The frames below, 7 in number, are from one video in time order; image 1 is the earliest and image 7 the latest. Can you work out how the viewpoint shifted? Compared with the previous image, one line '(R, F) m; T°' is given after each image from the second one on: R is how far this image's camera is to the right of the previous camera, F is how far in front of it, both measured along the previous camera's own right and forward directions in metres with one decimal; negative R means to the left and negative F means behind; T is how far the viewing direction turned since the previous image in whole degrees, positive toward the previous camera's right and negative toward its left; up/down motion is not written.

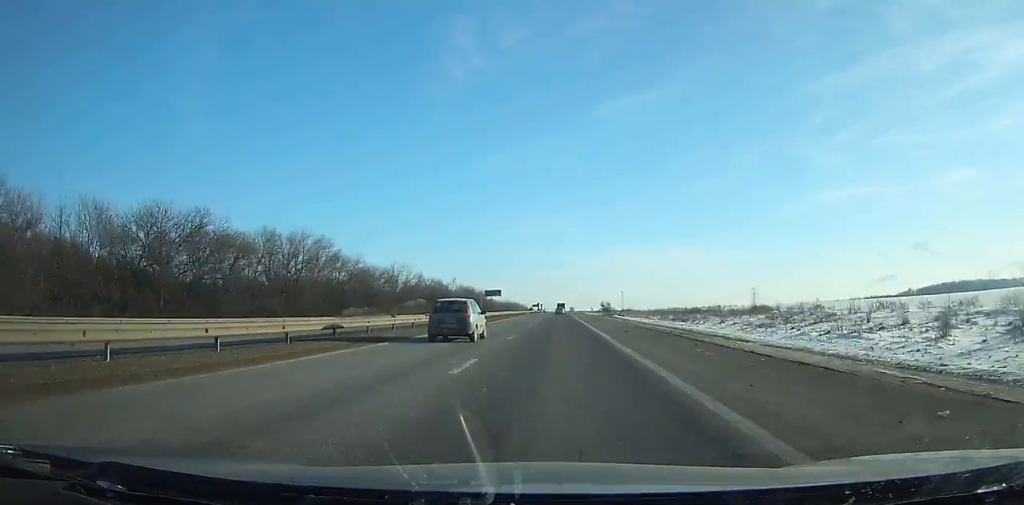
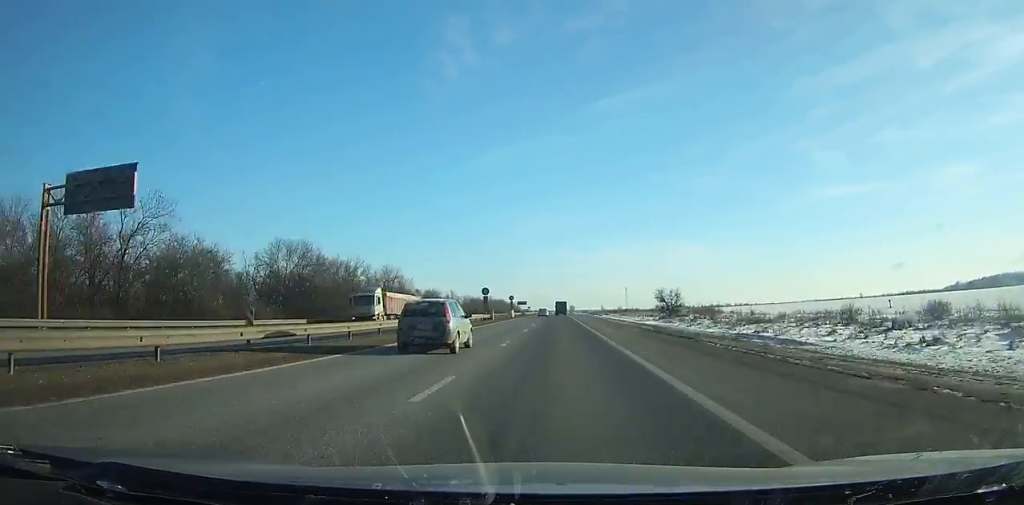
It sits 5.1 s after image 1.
(-0.4, +158.1) m; 0°
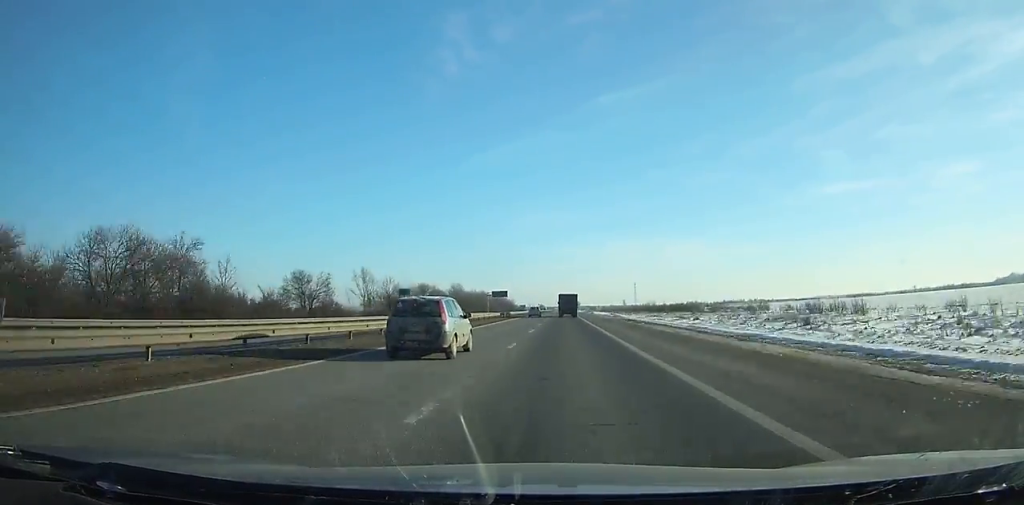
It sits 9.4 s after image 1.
(-0.2, +132.7) m; -1°
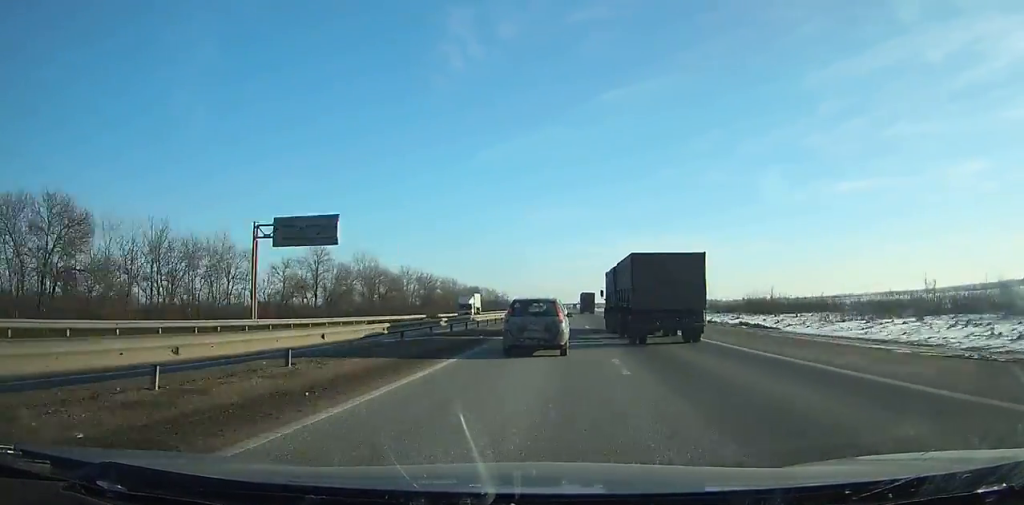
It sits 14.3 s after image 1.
(-1.2, +150.3) m; 0°
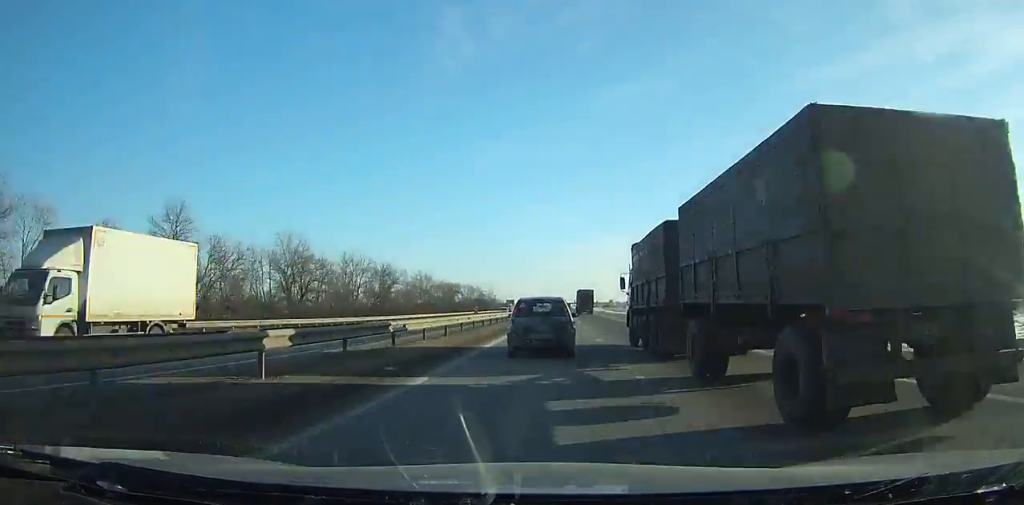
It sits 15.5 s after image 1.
(+0.2, +36.5) m; 0°
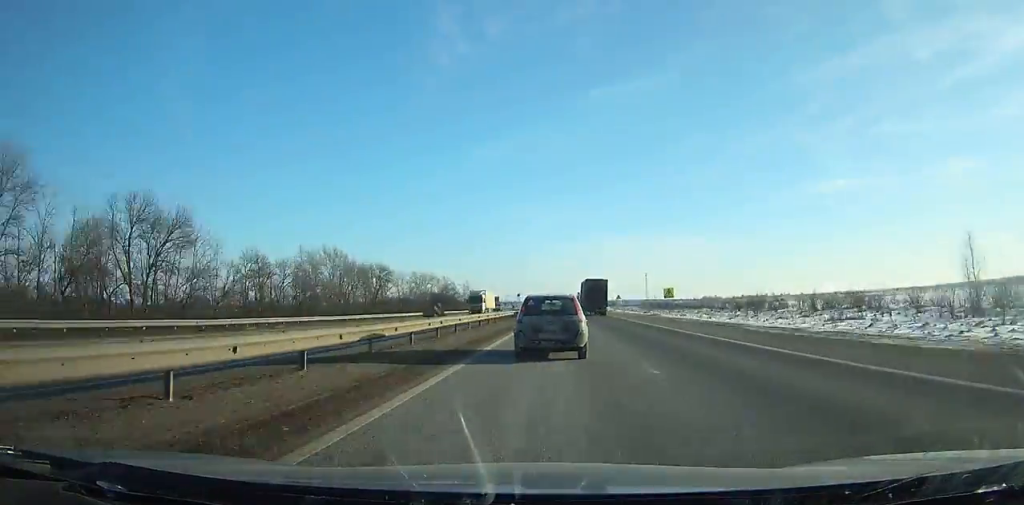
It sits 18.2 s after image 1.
(+0.5, +81.6) m; 0°
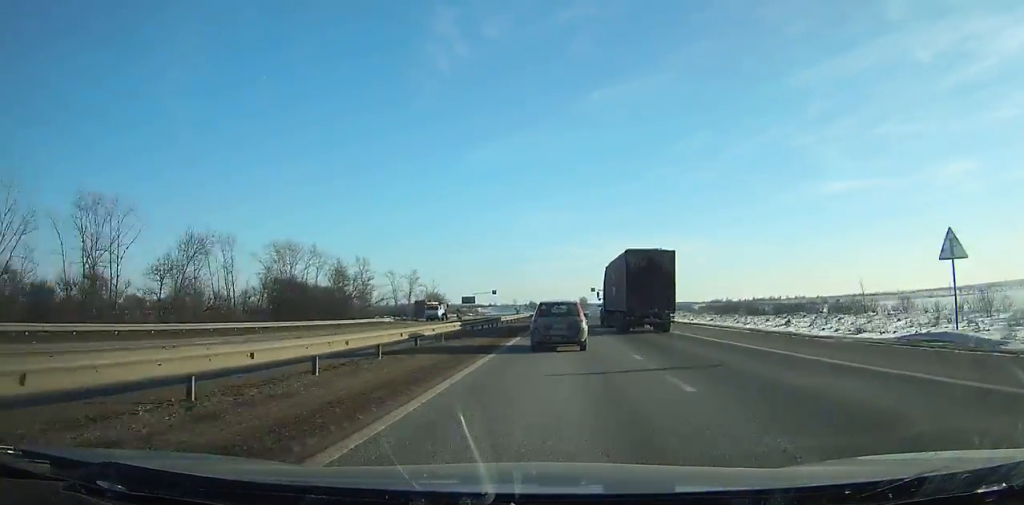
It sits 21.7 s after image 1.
(+0.3, +104.3) m; 0°
